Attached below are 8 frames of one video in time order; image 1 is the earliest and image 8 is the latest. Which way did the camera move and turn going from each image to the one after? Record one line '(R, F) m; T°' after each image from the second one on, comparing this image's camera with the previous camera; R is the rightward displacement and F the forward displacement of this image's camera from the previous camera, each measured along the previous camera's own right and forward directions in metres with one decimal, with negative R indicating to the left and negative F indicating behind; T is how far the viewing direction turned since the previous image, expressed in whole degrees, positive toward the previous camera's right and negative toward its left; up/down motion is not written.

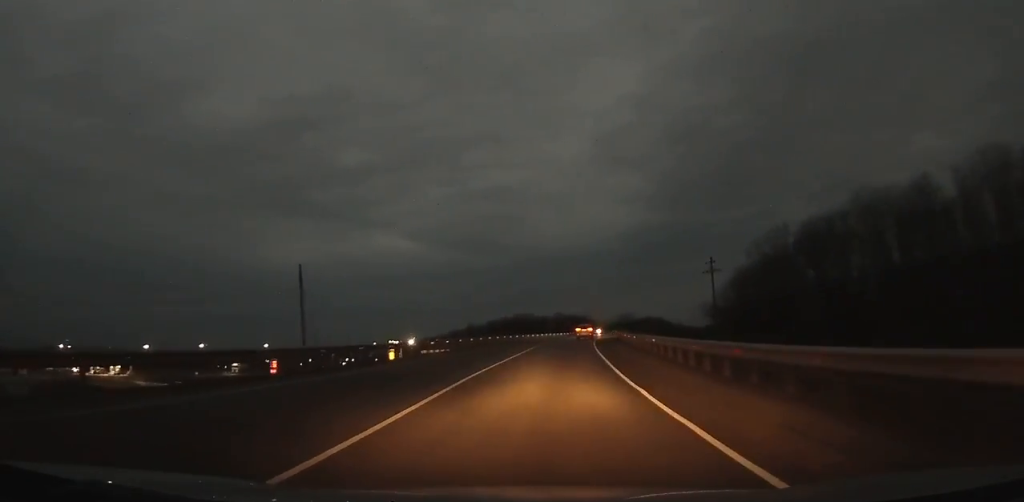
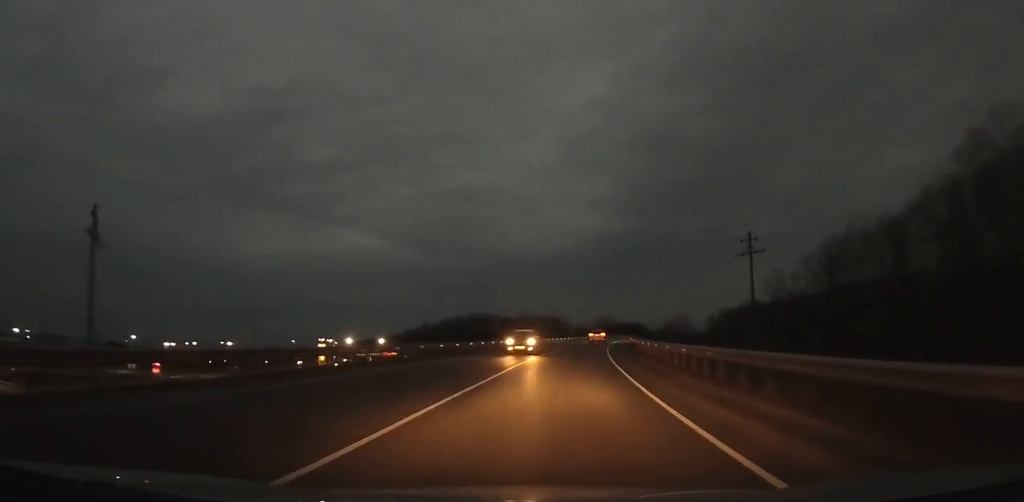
(+1.3, +44.8) m; +4°
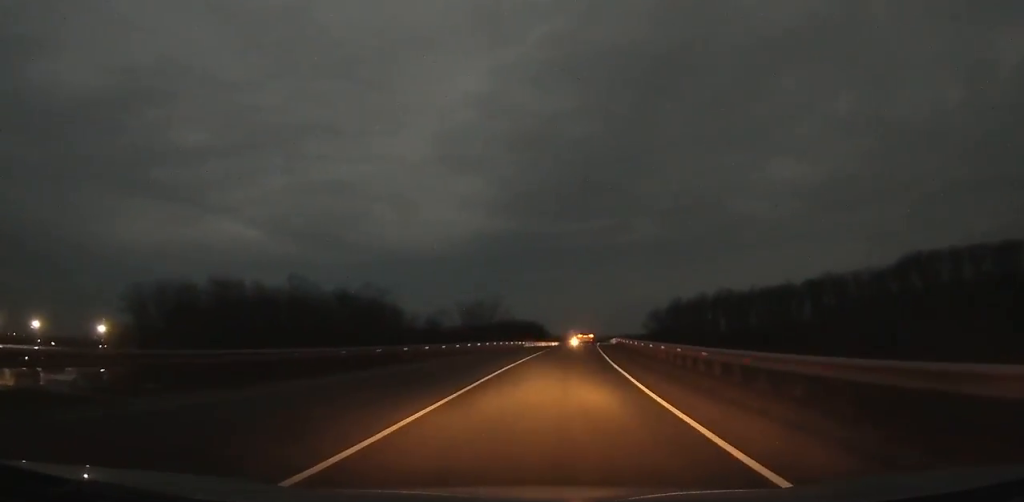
(+8.9, +108.9) m; +9°
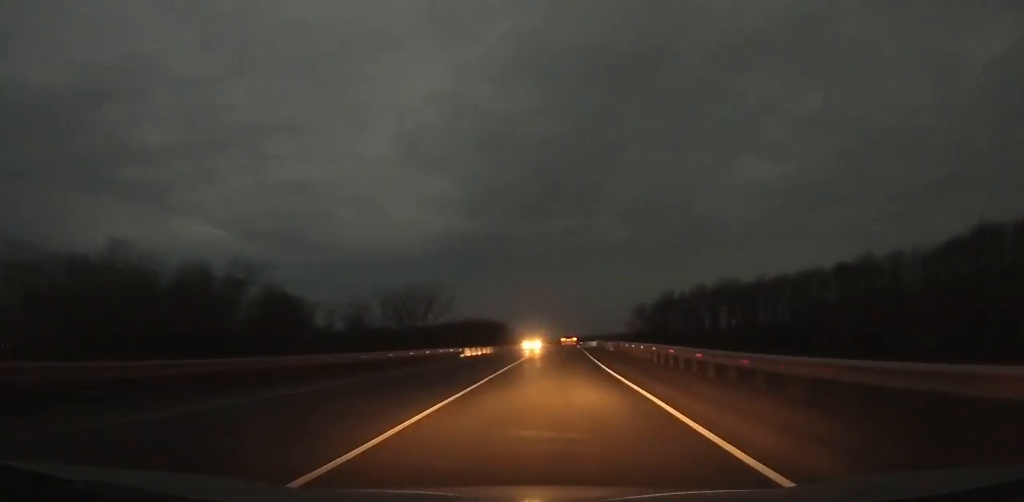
(+1.2, +32.9) m; +2°
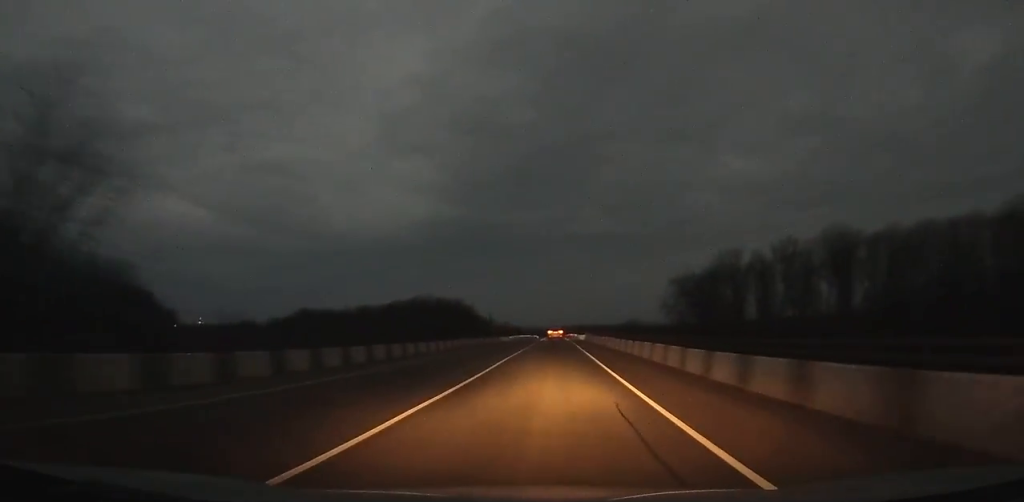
(+1.6, +63.0) m; +2°
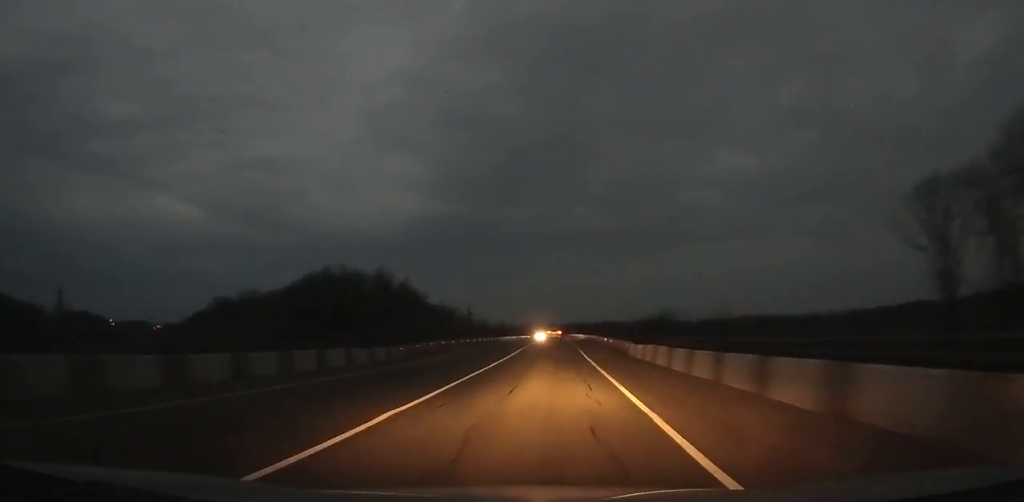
(+0.4, +74.0) m; 0°
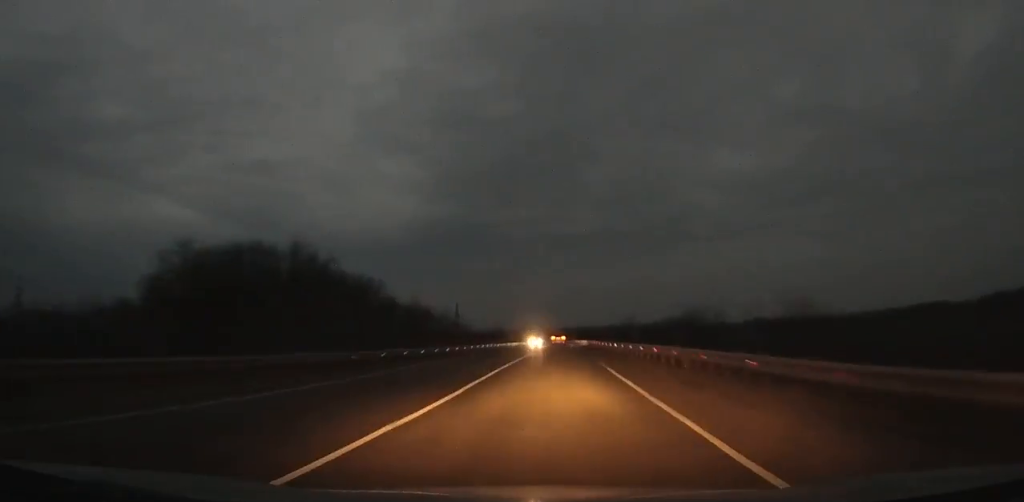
(0.0, +33.5) m; 0°
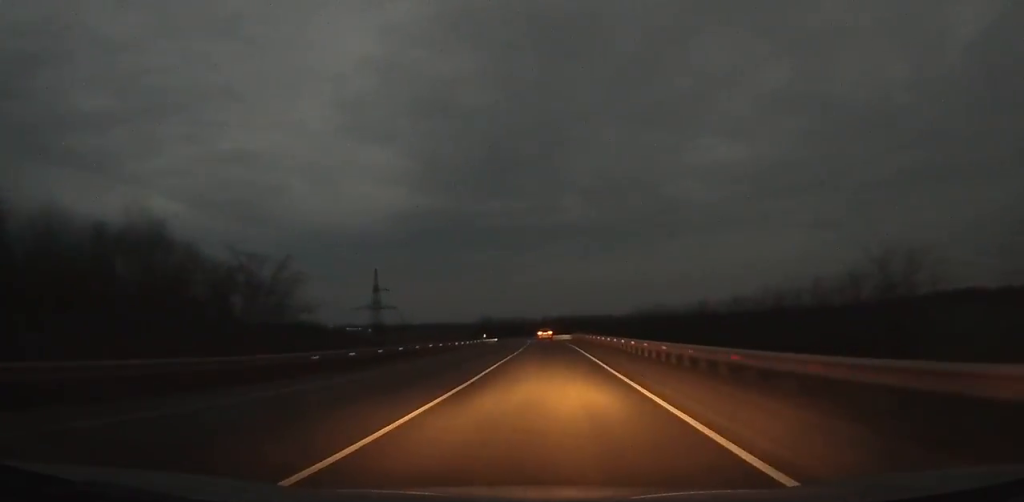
(+0.1, +89.2) m; -1°
